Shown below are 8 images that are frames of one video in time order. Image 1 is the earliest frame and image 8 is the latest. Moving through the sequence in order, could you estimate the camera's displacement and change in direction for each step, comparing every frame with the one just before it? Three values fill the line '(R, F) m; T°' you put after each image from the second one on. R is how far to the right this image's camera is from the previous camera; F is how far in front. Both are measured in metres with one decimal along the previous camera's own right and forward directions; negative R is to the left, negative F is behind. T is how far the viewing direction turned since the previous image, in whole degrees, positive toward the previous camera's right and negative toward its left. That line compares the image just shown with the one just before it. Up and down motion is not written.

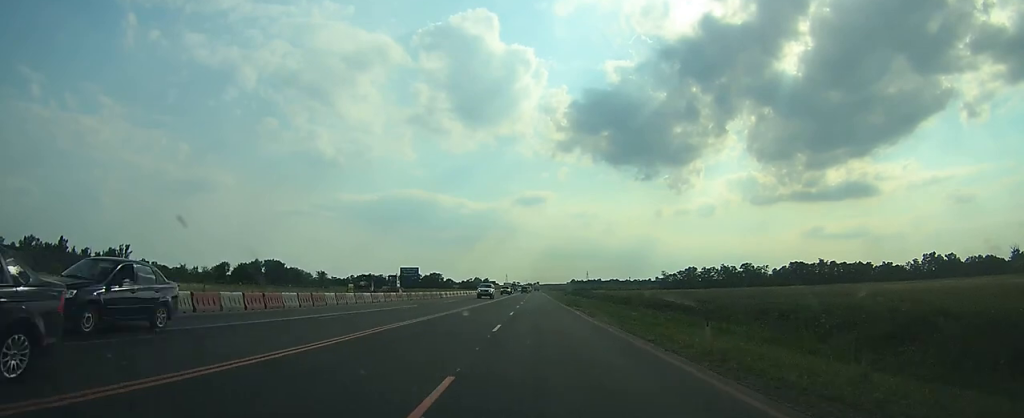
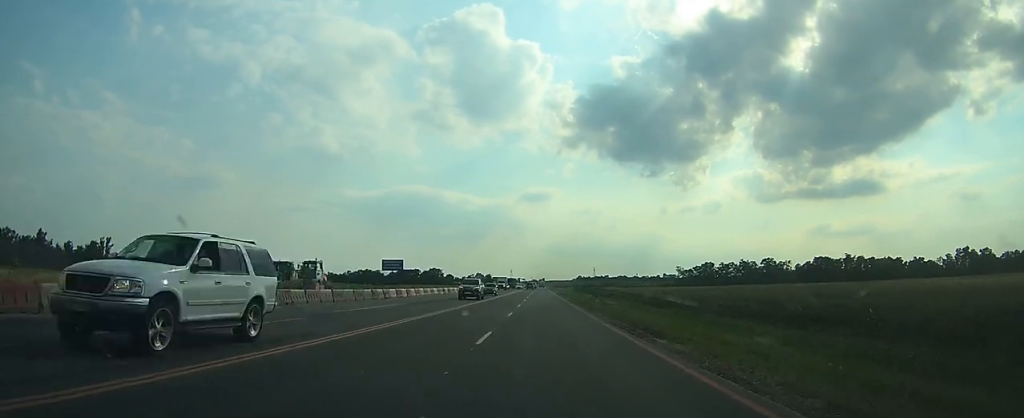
(+0.2, +28.4) m; +1°
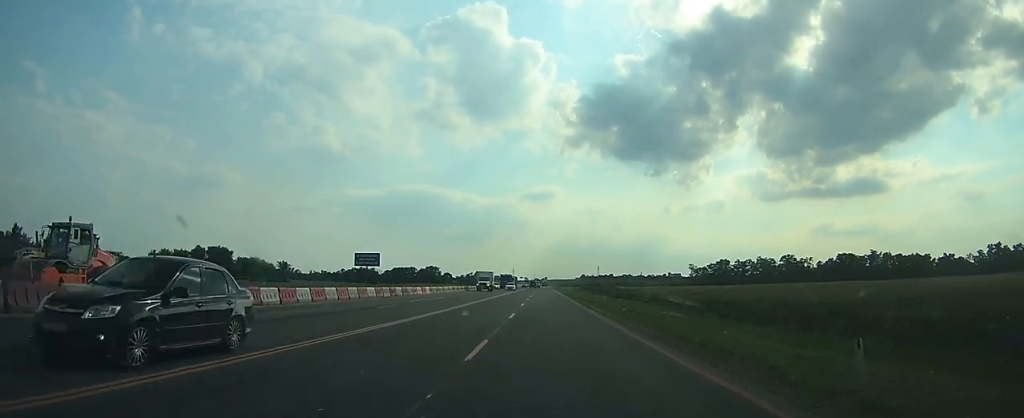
(+0.1, +26.4) m; 0°
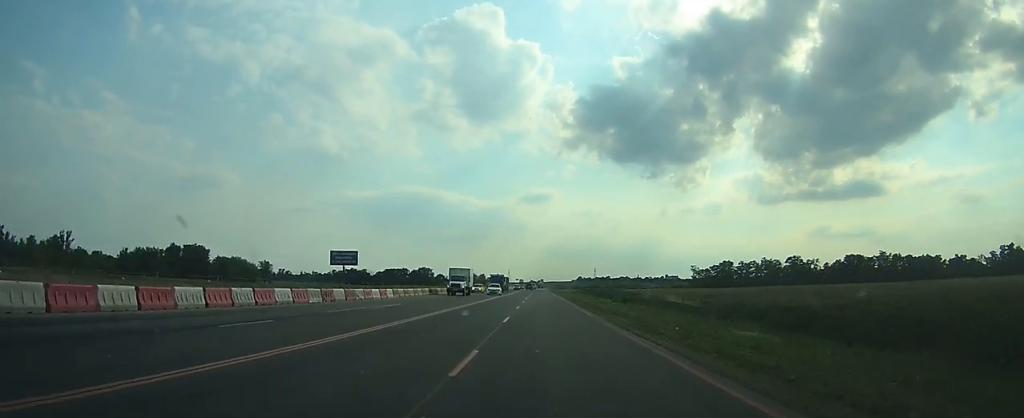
(0.0, +13.6) m; 0°
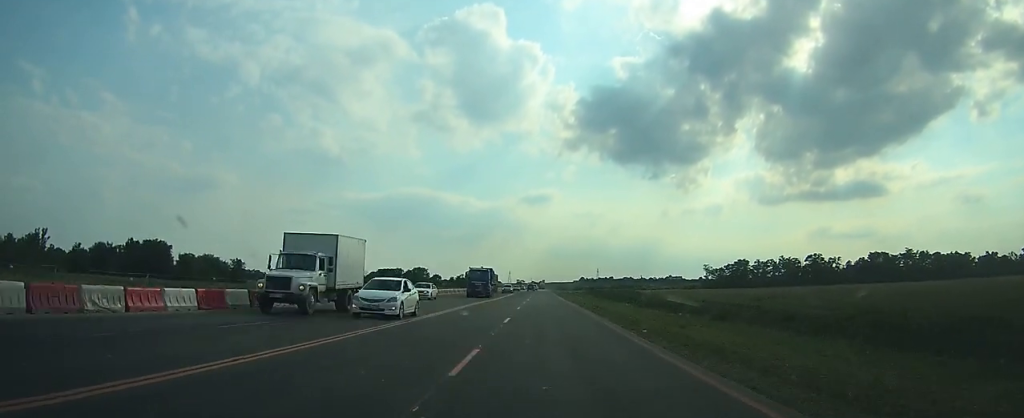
(-0.1, +23.8) m; 0°
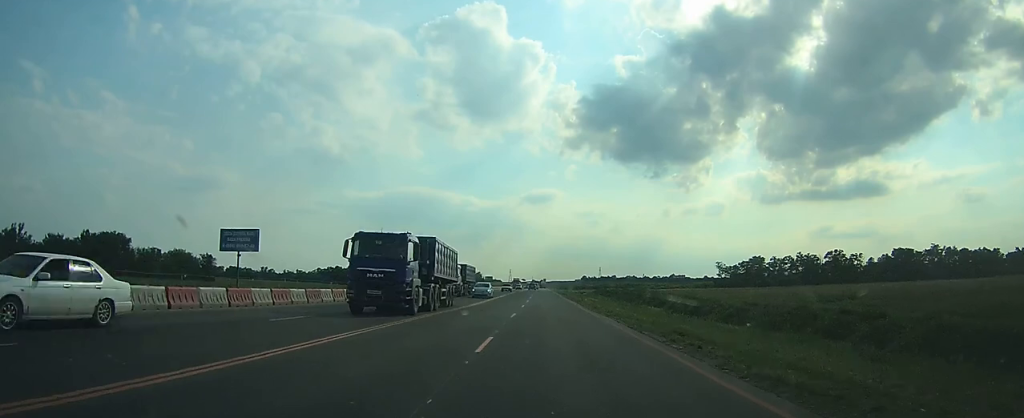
(0.0, +21.0) m; 0°
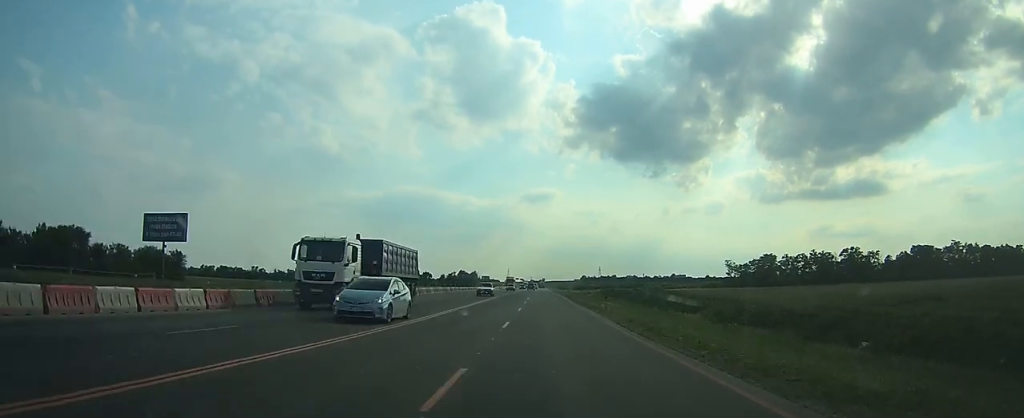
(+0.1, +16.8) m; 0°
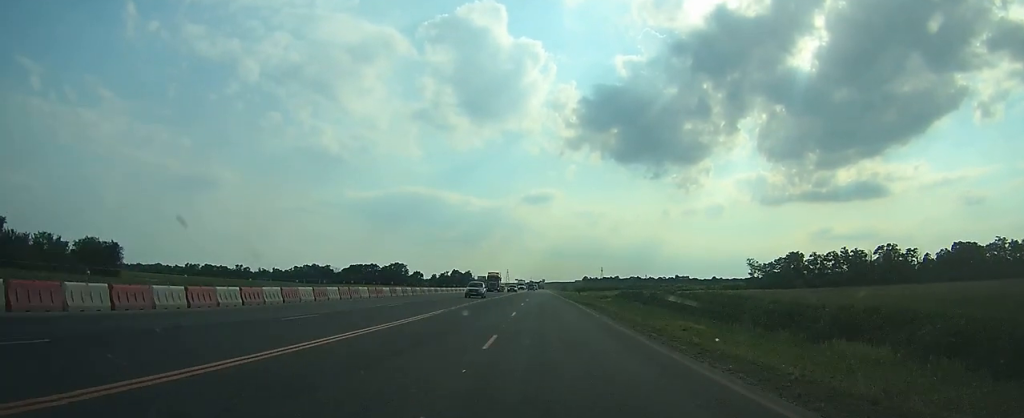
(0.0, +30.1) m; 0°
